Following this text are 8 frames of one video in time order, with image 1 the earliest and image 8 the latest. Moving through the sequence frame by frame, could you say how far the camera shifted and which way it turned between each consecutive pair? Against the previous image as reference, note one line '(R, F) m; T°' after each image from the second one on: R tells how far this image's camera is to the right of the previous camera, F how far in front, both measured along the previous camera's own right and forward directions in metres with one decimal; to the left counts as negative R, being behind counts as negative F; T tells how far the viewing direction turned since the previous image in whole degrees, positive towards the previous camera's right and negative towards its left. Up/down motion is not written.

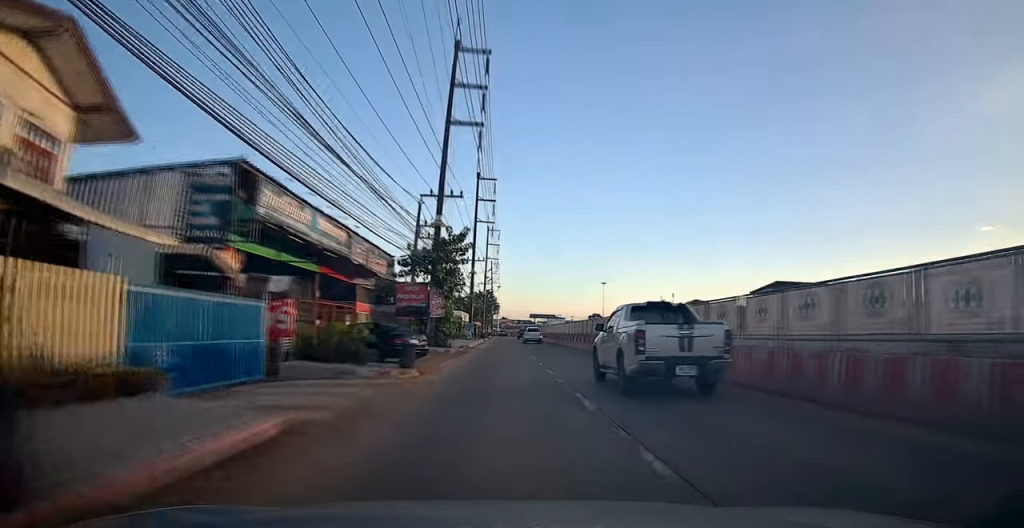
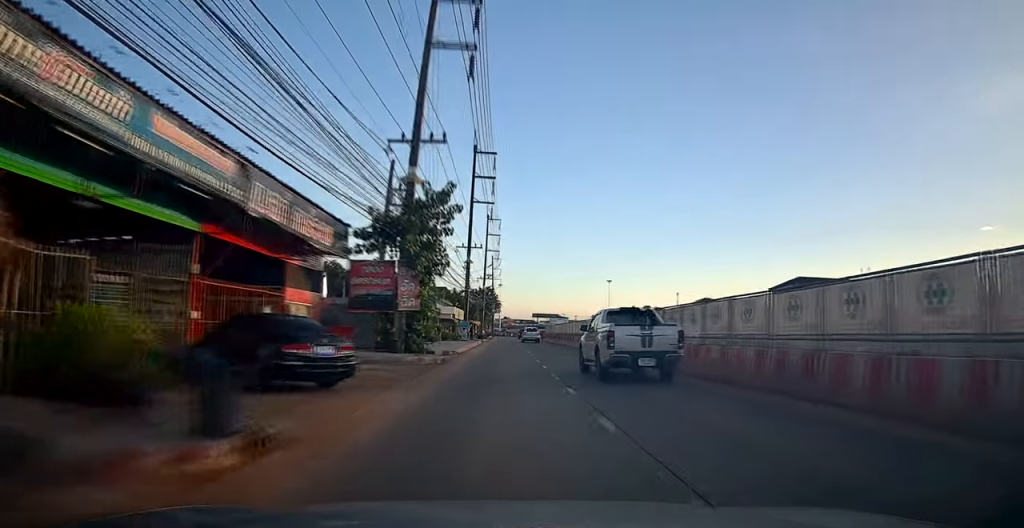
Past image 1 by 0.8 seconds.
(-0.2, +9.8) m; 0°
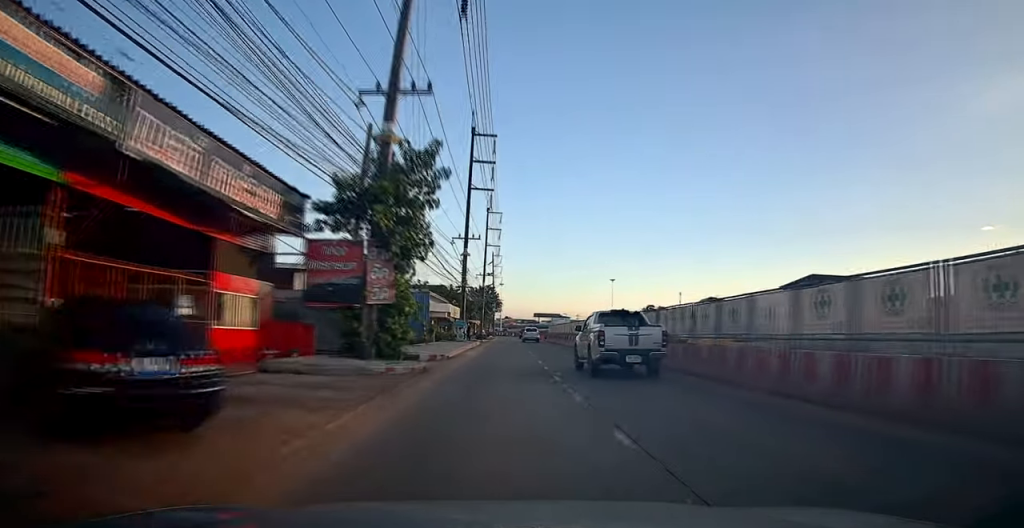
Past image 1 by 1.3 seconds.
(-0.1, +5.1) m; +1°
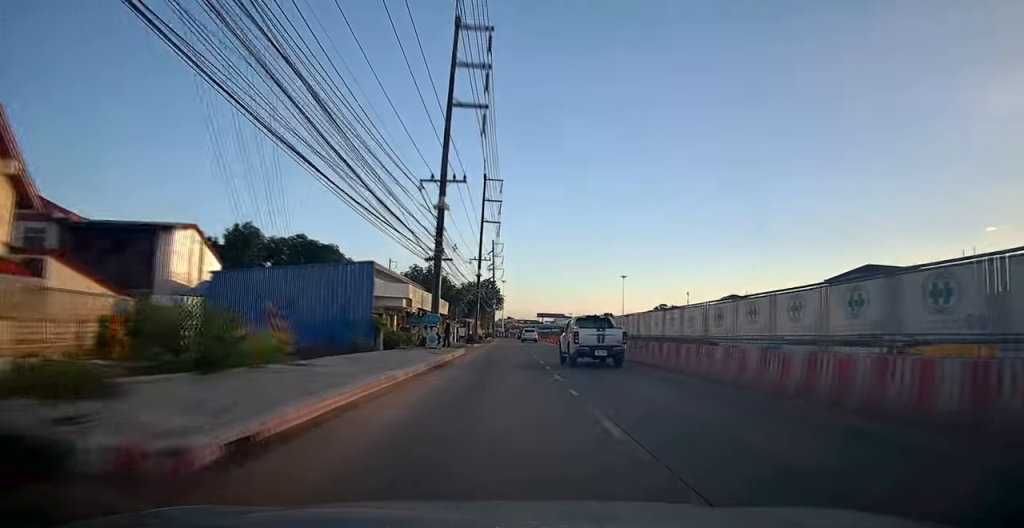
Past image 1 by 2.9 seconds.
(+0.2, +19.4) m; -2°
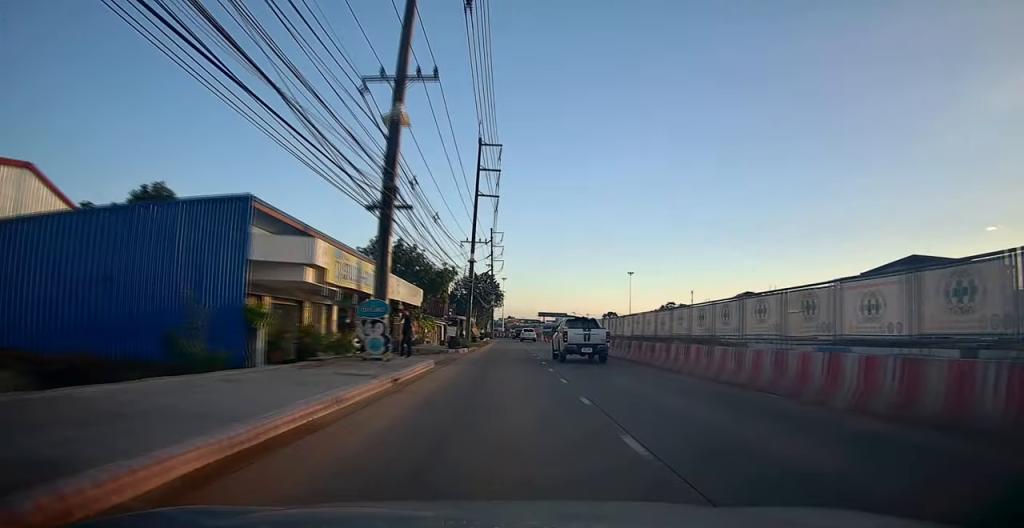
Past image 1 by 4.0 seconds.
(-0.4, +12.8) m; +1°
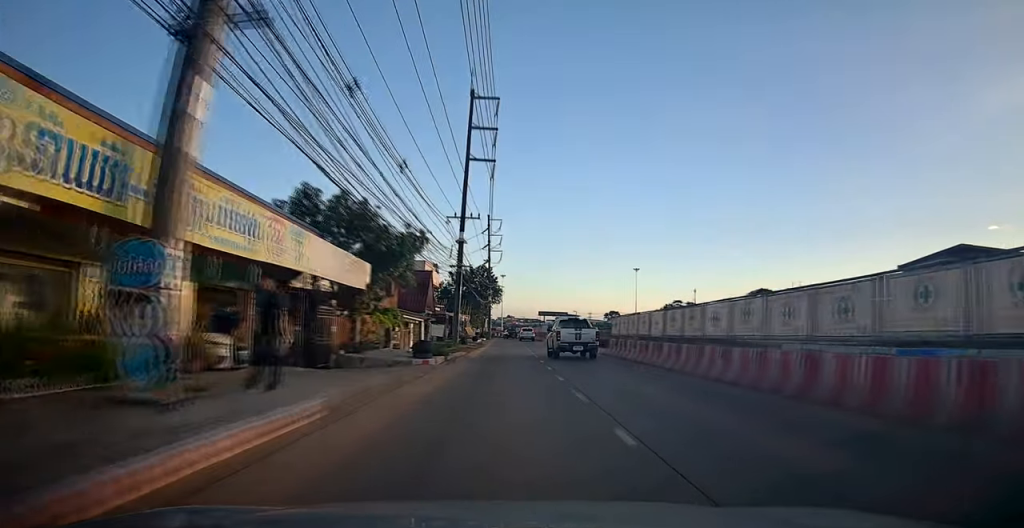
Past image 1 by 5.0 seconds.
(+0.5, +11.4) m; +1°
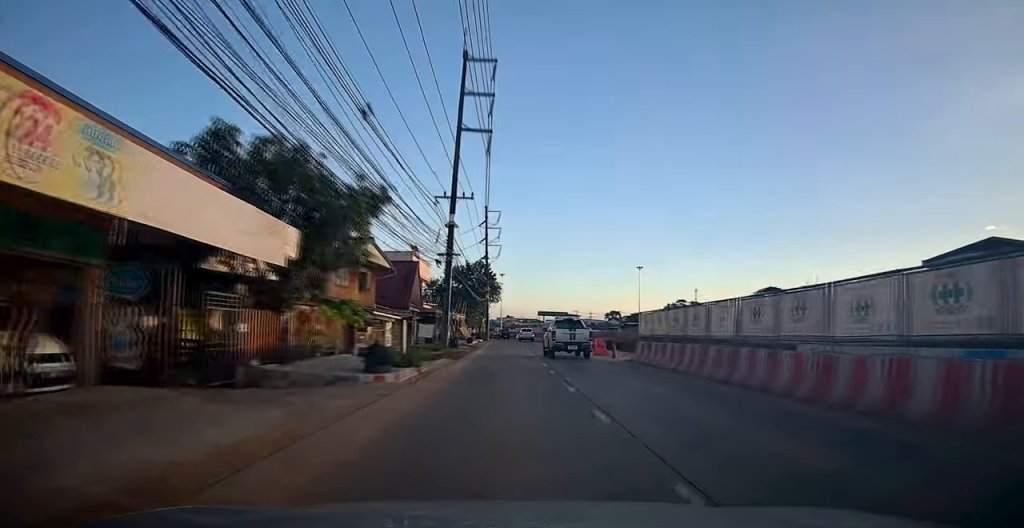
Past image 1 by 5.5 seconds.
(+0.2, +6.7) m; 0°
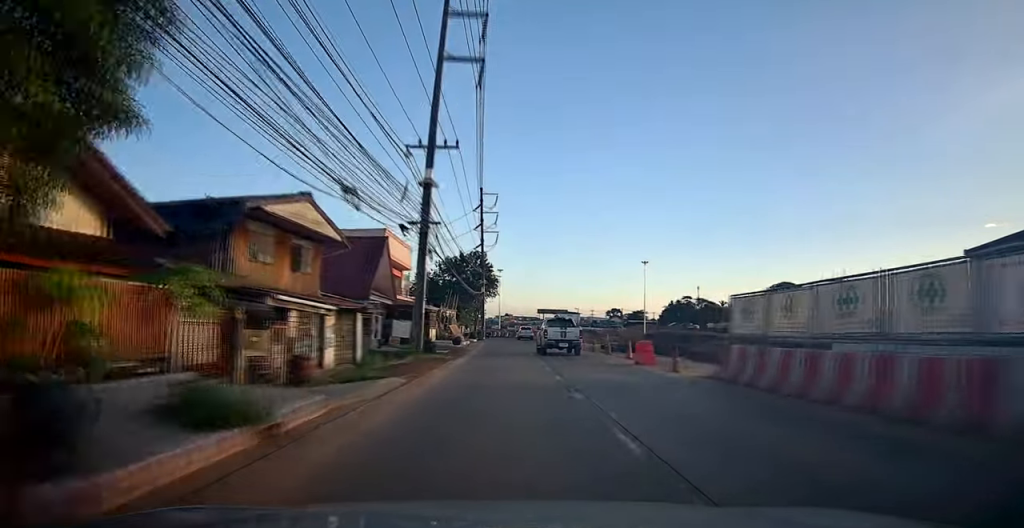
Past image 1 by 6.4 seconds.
(-0.7, +10.0) m; 0°
